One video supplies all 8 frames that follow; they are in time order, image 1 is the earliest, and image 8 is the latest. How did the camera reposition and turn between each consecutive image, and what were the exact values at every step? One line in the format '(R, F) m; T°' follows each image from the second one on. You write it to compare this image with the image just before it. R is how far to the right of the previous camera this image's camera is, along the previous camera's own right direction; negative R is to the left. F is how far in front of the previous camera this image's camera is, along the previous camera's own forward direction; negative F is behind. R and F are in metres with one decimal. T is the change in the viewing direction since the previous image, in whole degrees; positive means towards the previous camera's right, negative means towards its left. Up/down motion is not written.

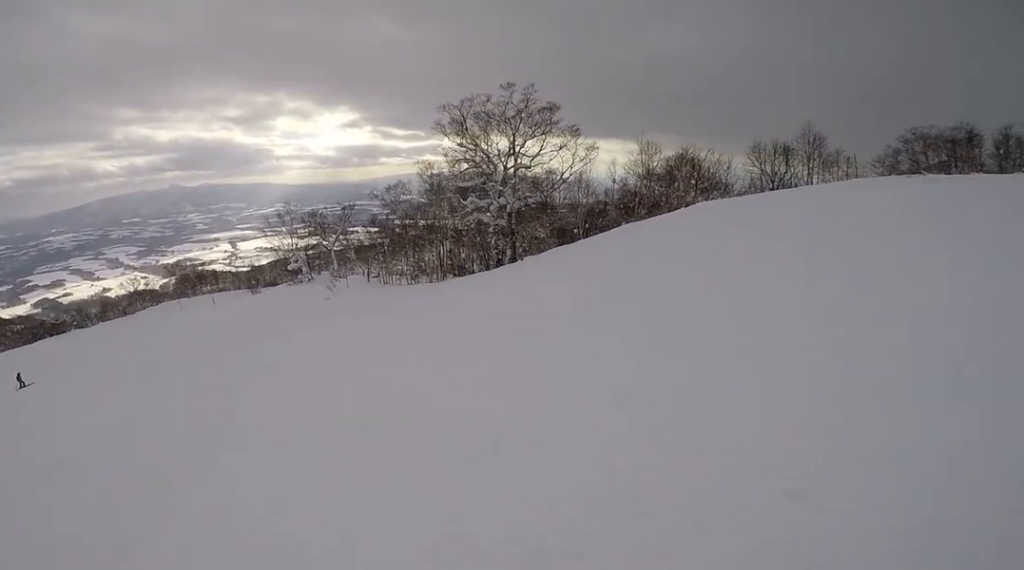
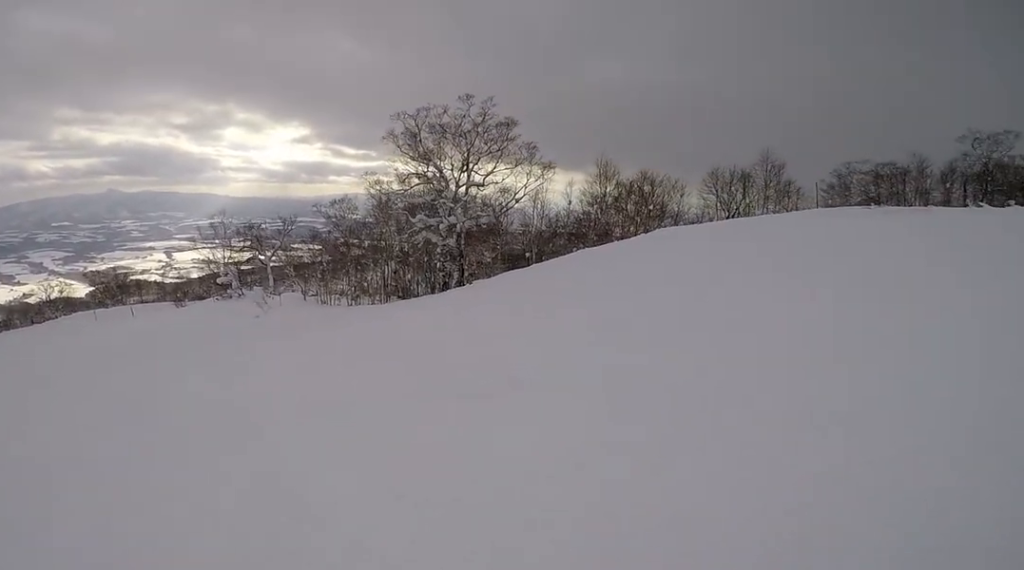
(+0.1, +2.4) m; -1°
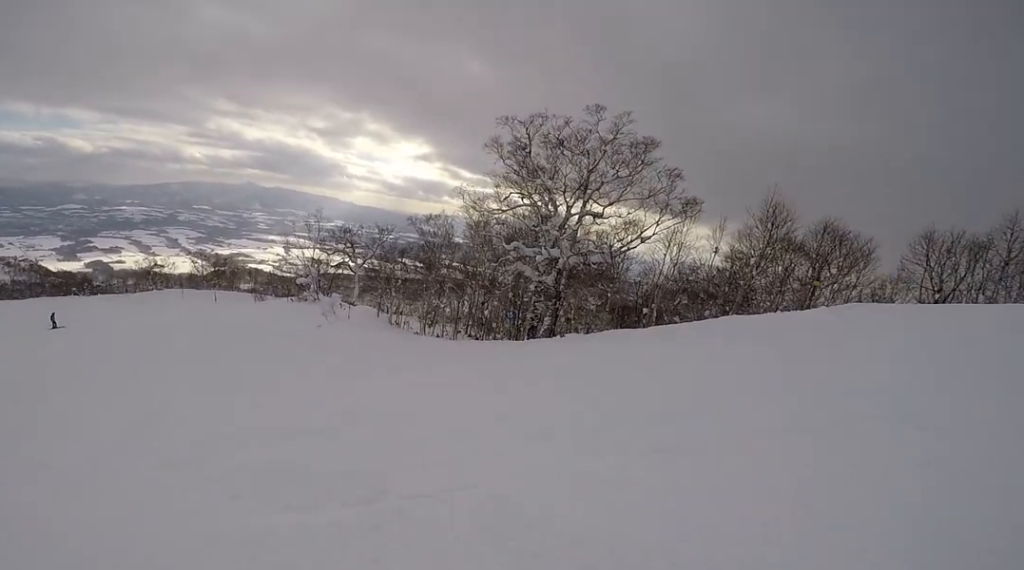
(-0.4, +5.7) m; -21°
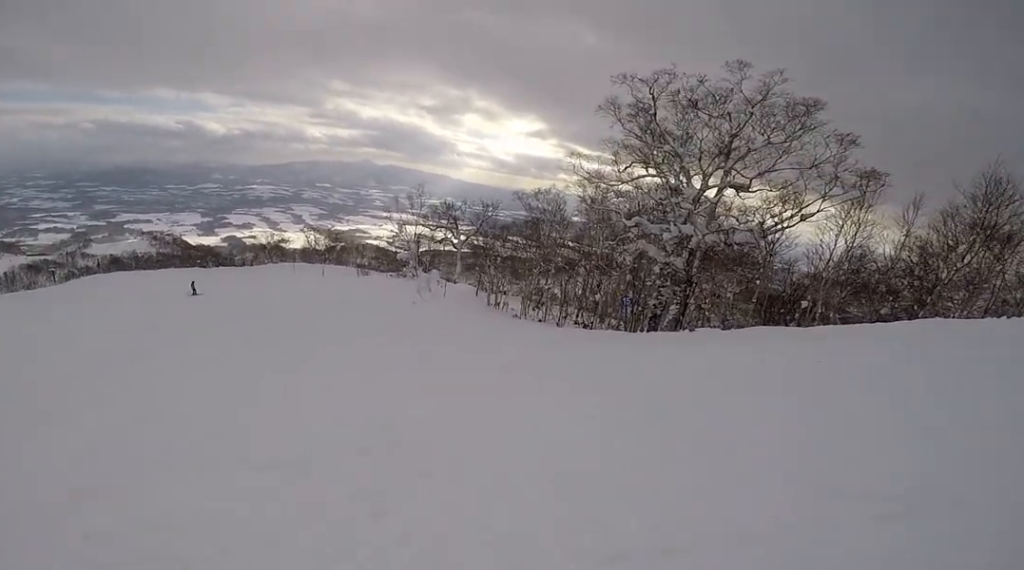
(-0.5, +2.6) m; -16°
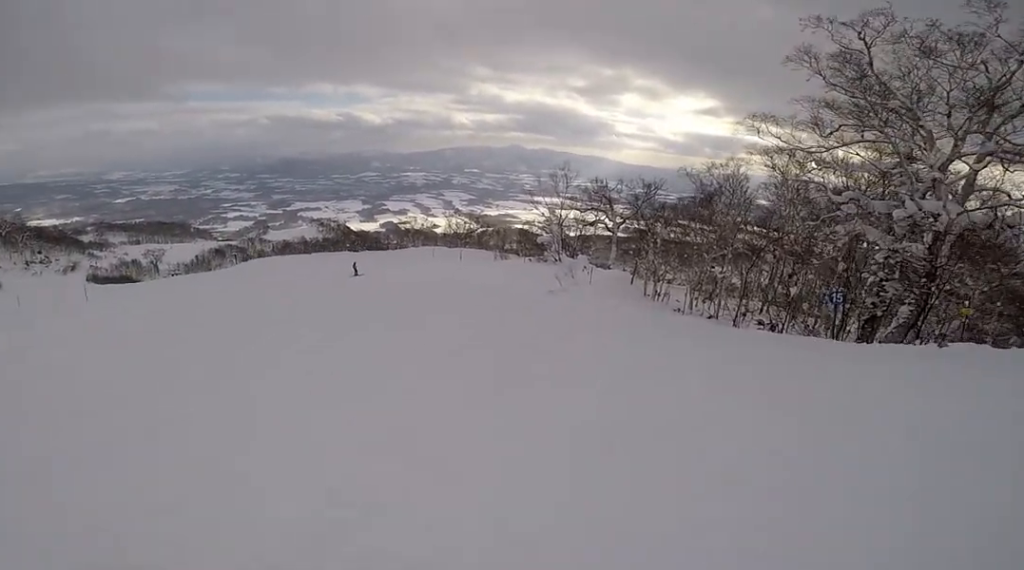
(-0.5, +3.1) m; -18°
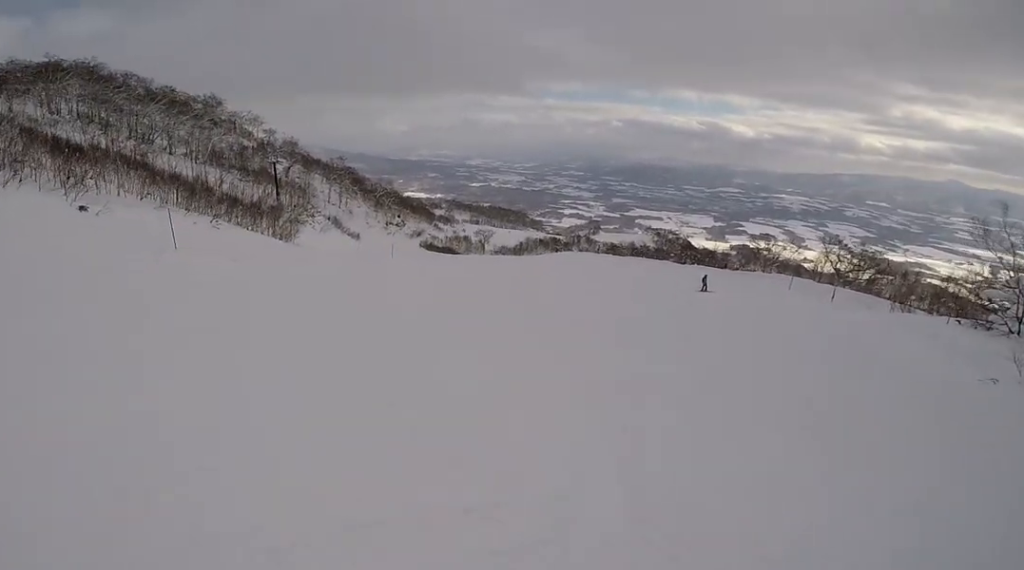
(-1.6, +5.7) m; -29°
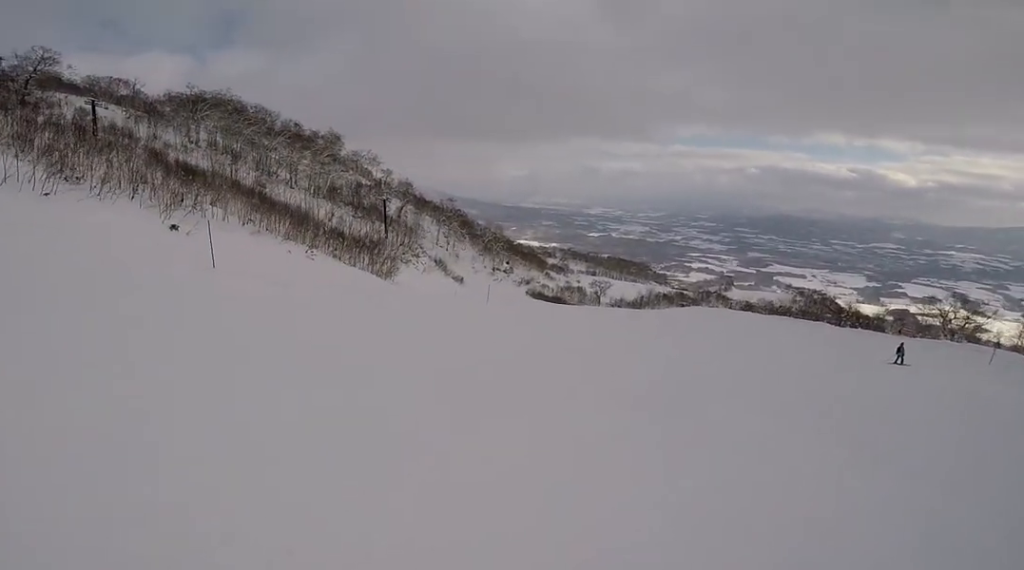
(-0.7, +4.1) m; -11°
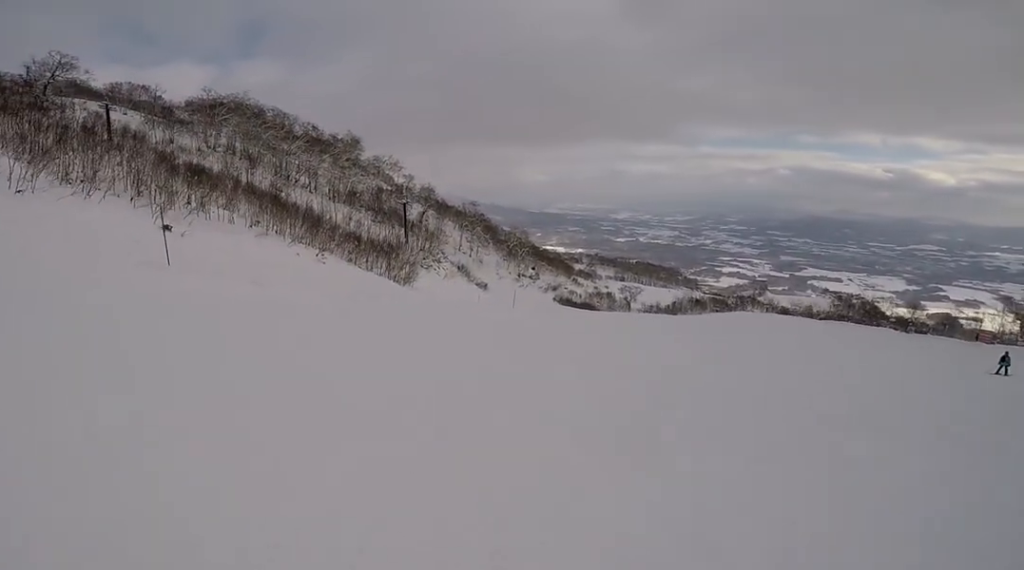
(-0.4, +3.6) m; +6°
